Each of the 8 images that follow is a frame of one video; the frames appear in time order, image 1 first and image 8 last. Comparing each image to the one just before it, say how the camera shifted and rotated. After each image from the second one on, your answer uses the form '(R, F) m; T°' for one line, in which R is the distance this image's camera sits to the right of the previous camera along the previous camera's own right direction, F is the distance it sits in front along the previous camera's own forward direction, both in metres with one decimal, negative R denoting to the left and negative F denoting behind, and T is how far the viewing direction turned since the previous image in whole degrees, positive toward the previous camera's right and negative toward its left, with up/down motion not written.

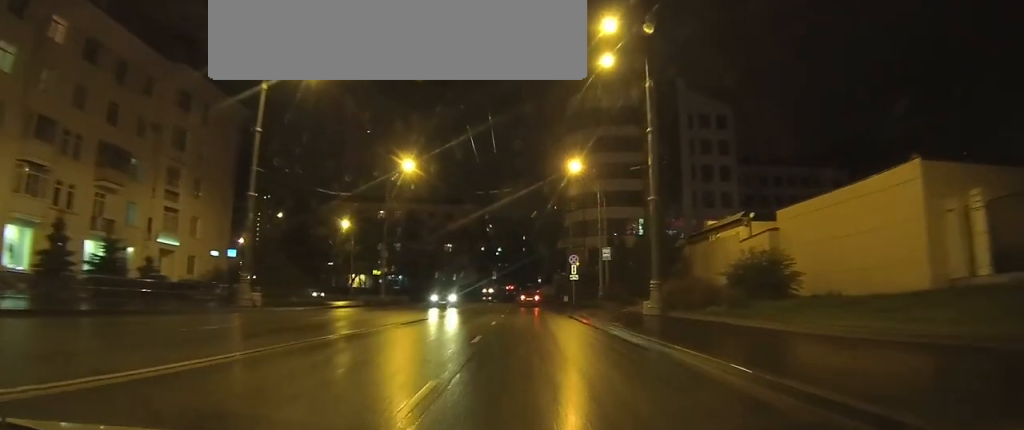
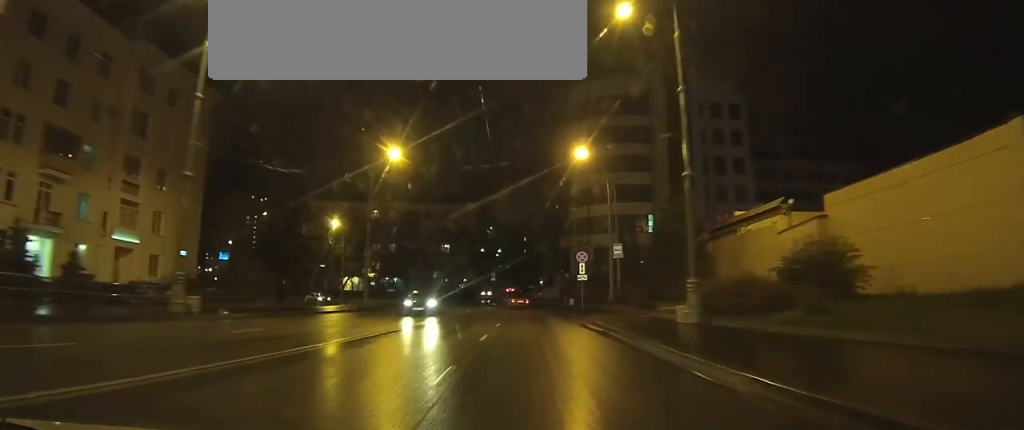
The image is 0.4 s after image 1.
(0.0, +5.4) m; +1°
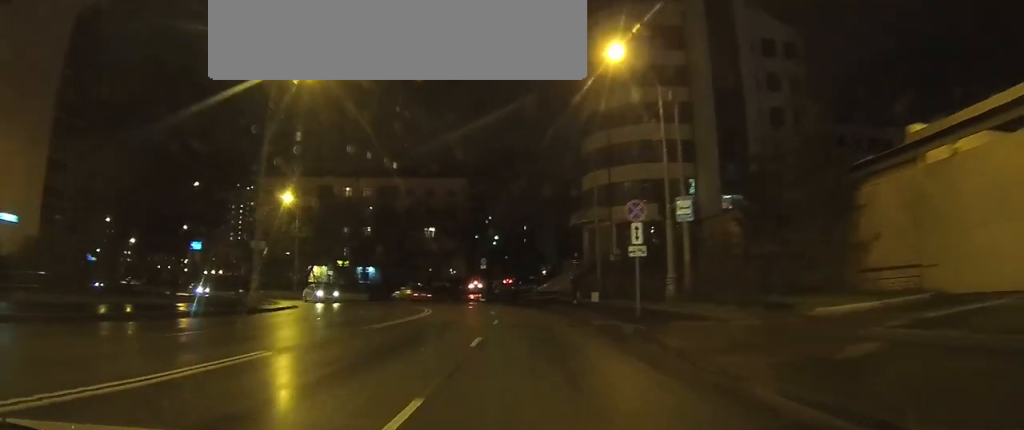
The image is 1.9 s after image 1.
(+0.6, +17.6) m; +4°
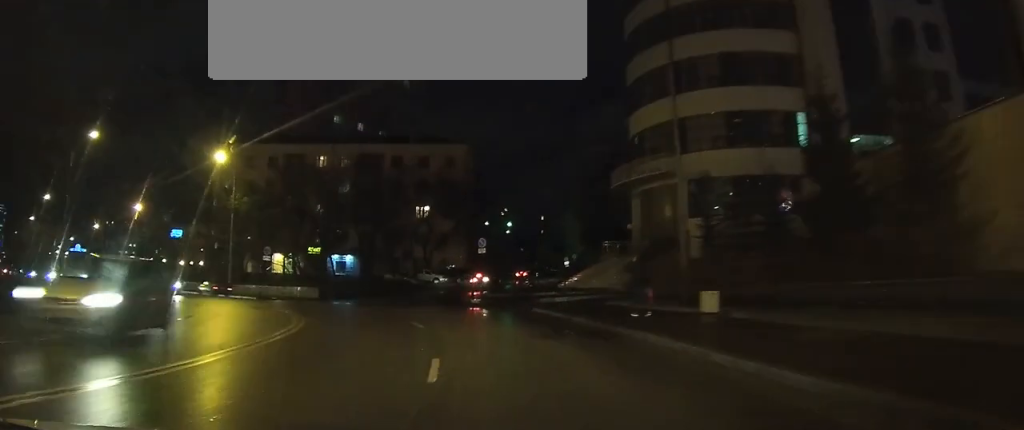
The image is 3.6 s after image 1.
(+0.2, +19.9) m; -1°
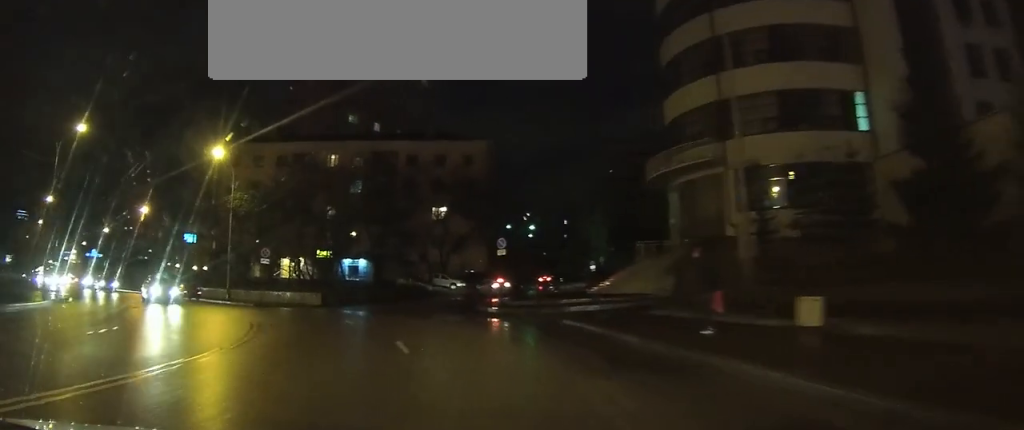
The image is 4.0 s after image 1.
(0.0, +4.8) m; -1°
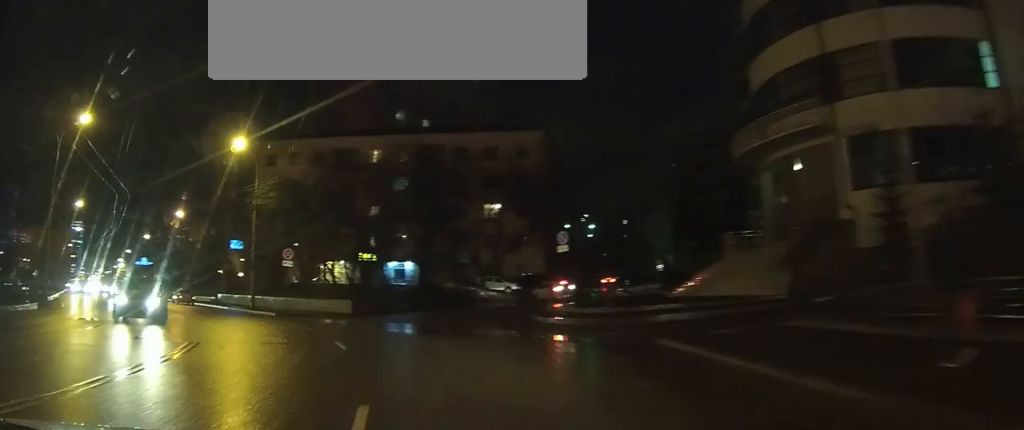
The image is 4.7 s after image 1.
(-0.1, +7.0) m; -4°
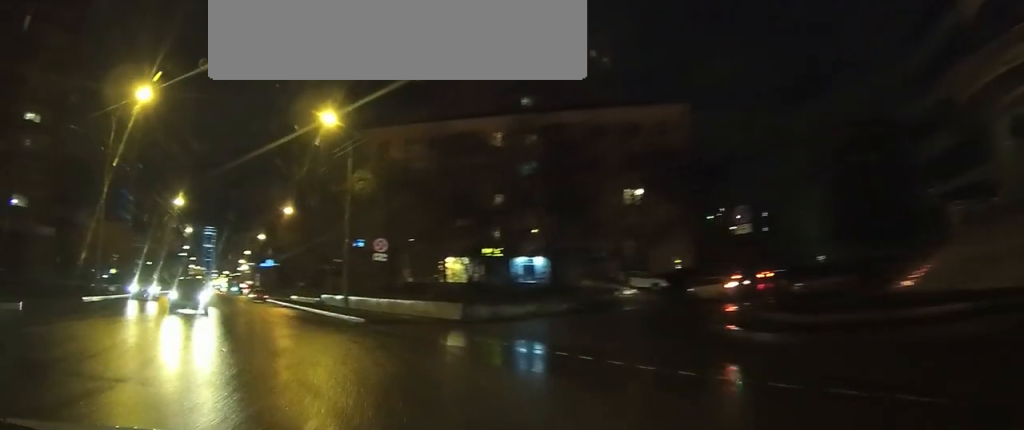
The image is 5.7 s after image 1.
(-0.6, +10.1) m; -13°
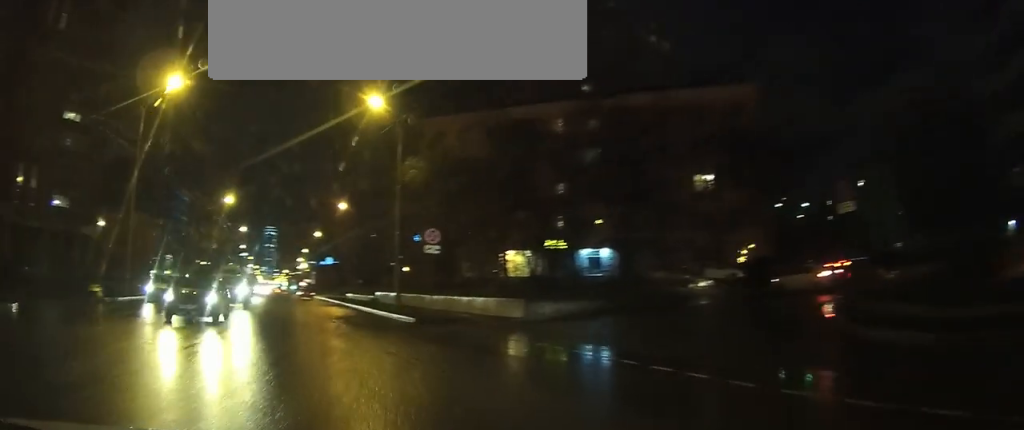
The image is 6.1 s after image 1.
(+0.3, +3.9) m; -8°
